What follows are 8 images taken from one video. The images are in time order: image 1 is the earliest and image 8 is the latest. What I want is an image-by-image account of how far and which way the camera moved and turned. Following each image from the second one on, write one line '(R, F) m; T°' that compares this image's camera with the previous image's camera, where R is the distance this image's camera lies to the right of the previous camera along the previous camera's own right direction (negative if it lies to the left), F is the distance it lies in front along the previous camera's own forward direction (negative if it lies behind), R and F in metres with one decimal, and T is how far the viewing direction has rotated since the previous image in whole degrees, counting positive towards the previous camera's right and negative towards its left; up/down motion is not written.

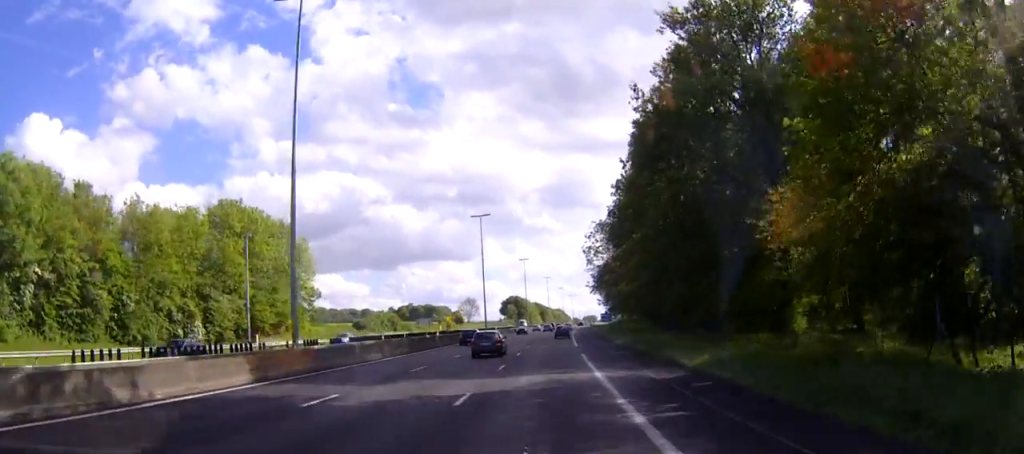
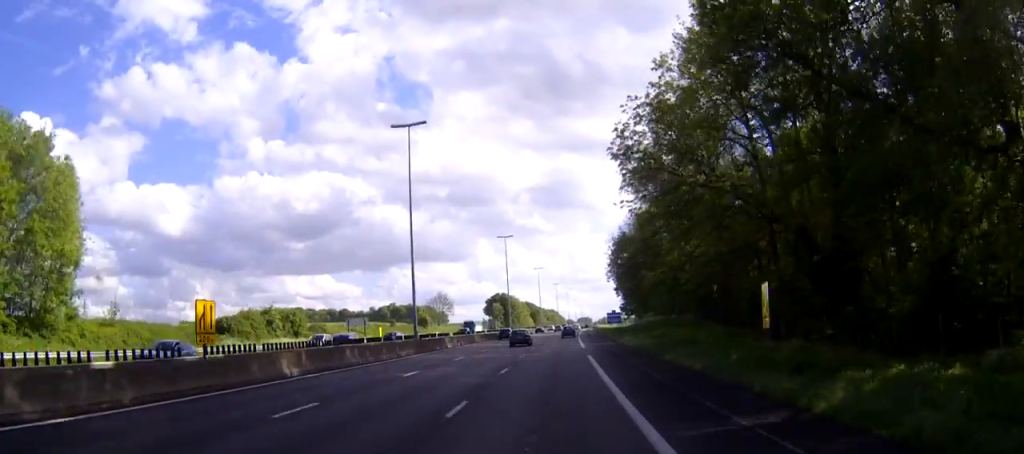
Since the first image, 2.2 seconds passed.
(-0.3, +53.0) m; -1°
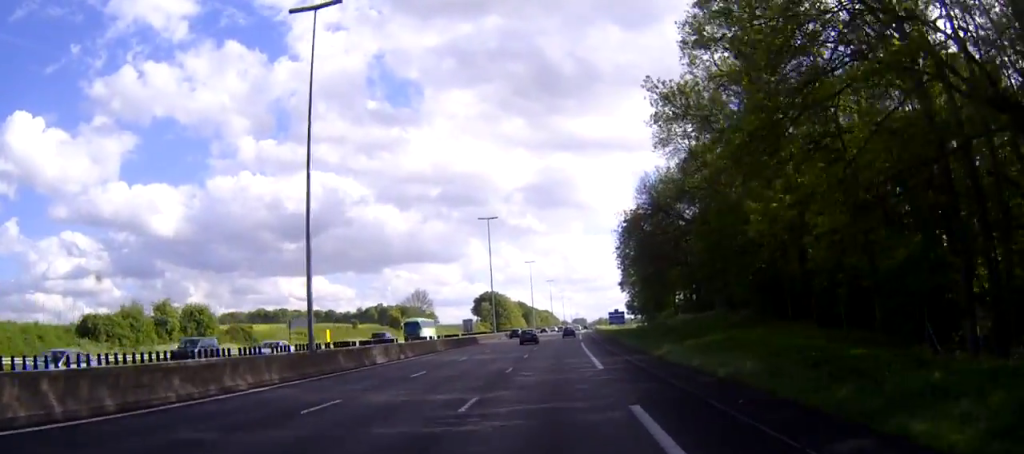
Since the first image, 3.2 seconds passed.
(+0.1, +24.6) m; +1°
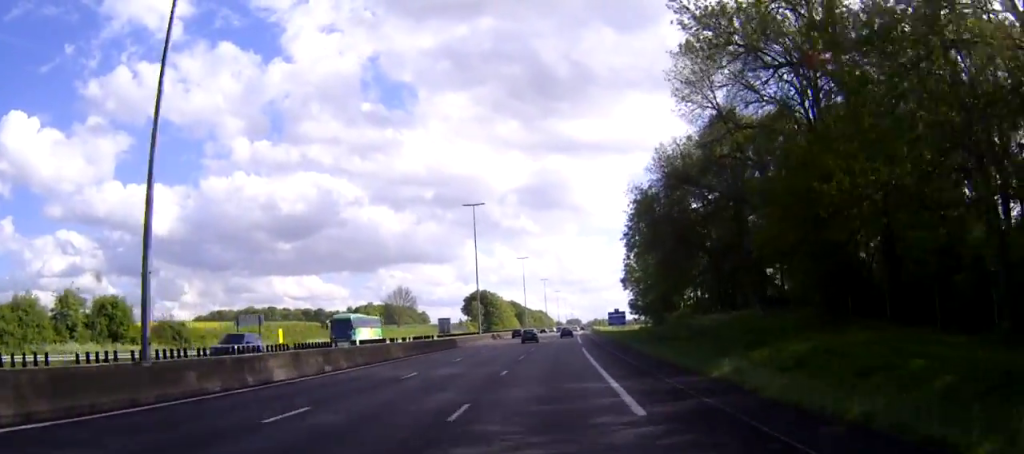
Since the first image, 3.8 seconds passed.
(+0.3, +14.7) m; +1°
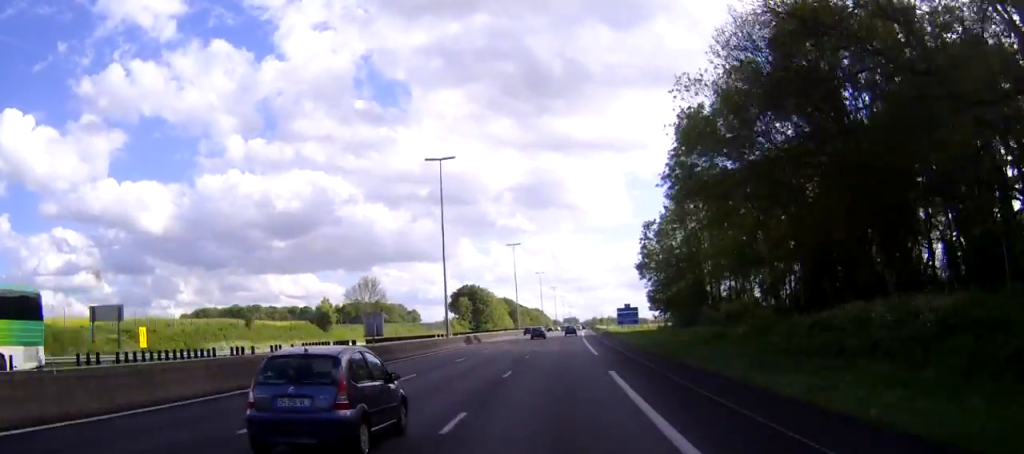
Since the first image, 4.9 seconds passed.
(+0.1, +27.4) m; +1°
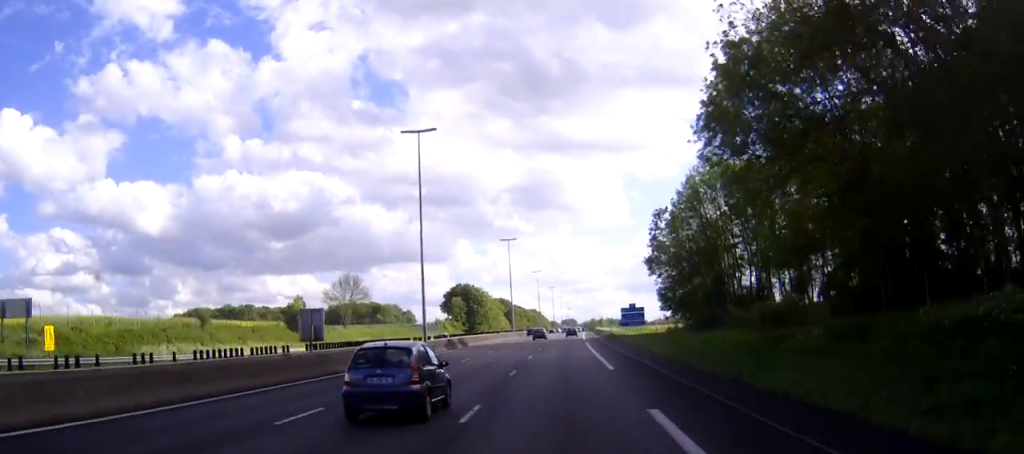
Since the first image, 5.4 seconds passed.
(+0.2, +11.2) m; 0°
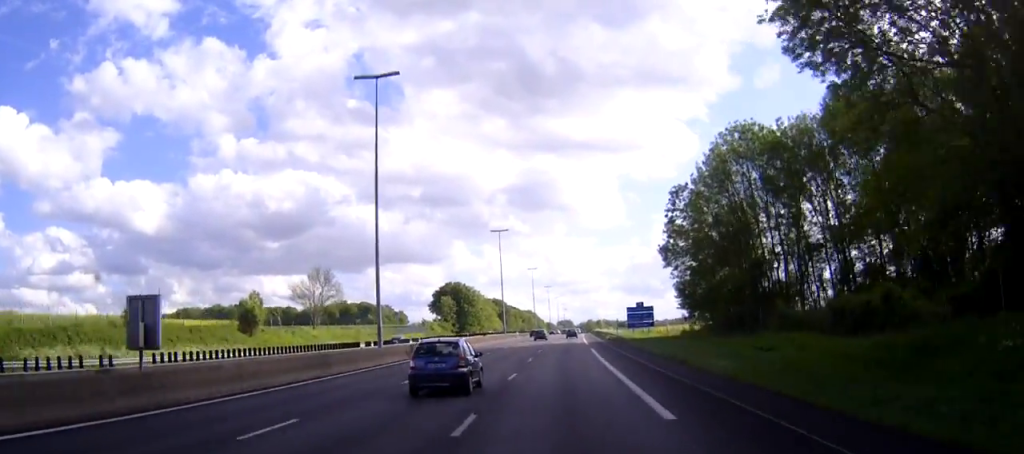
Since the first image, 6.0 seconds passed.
(+0.1, +14.4) m; 0°
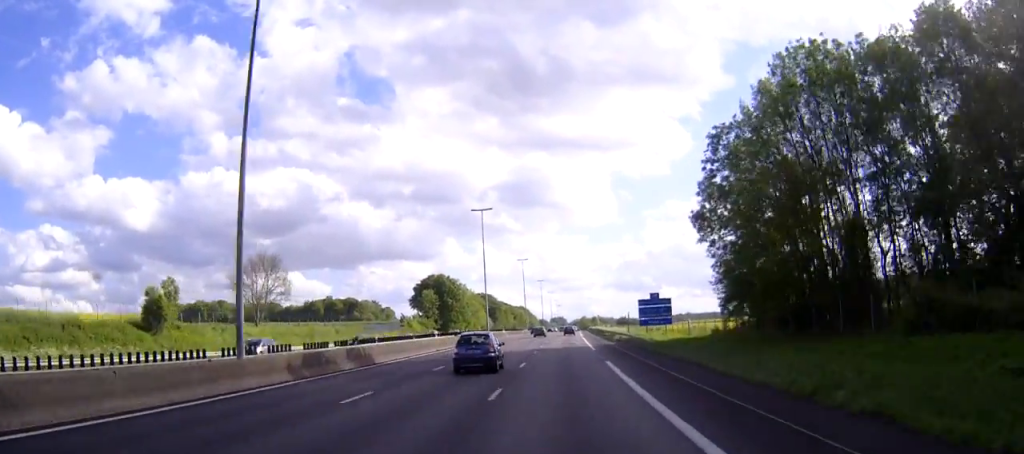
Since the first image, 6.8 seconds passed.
(-0.1, +20.0) m; -1°
